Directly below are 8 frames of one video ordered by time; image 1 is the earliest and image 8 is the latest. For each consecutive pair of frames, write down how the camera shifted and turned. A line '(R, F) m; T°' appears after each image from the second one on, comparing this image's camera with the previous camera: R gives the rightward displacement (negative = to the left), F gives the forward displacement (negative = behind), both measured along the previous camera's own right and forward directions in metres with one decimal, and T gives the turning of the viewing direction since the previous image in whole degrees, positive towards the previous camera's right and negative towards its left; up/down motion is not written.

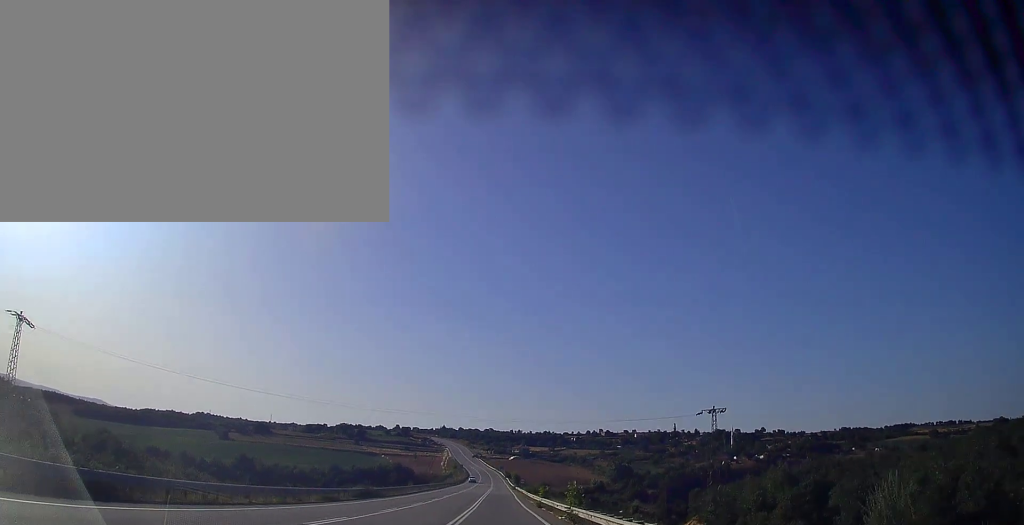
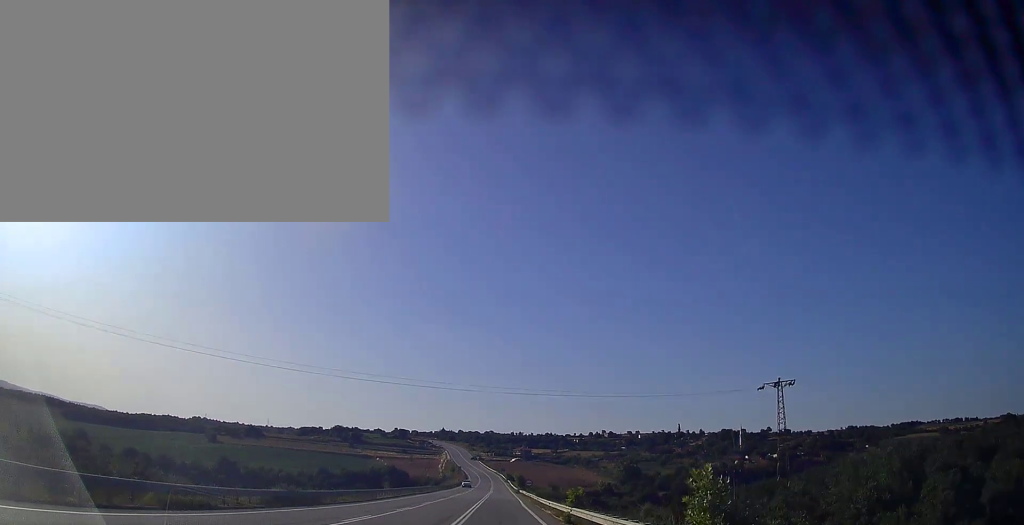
(0.0, +18.2) m; 0°
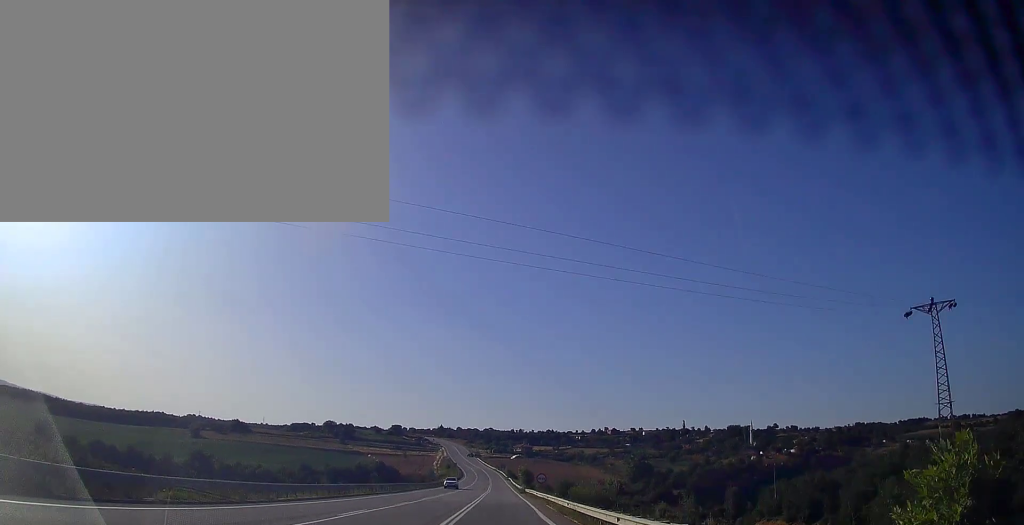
(0.0, +22.0) m; 0°
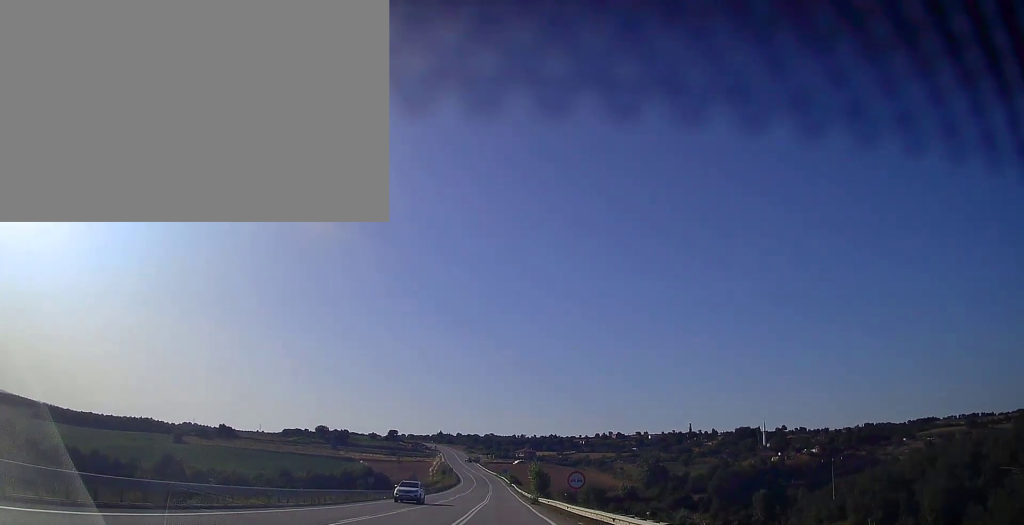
(-0.1, +23.1) m; 0°
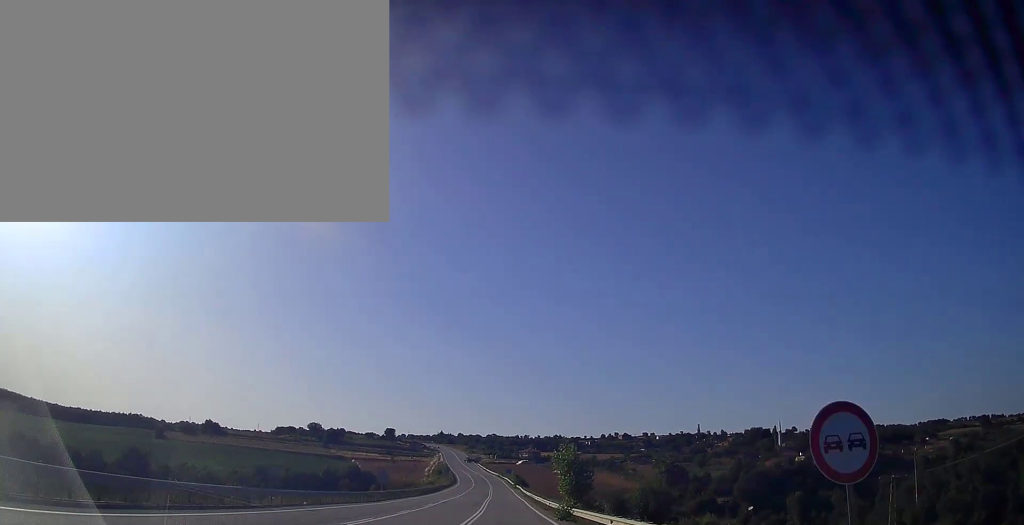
(+0.1, +23.0) m; 0°
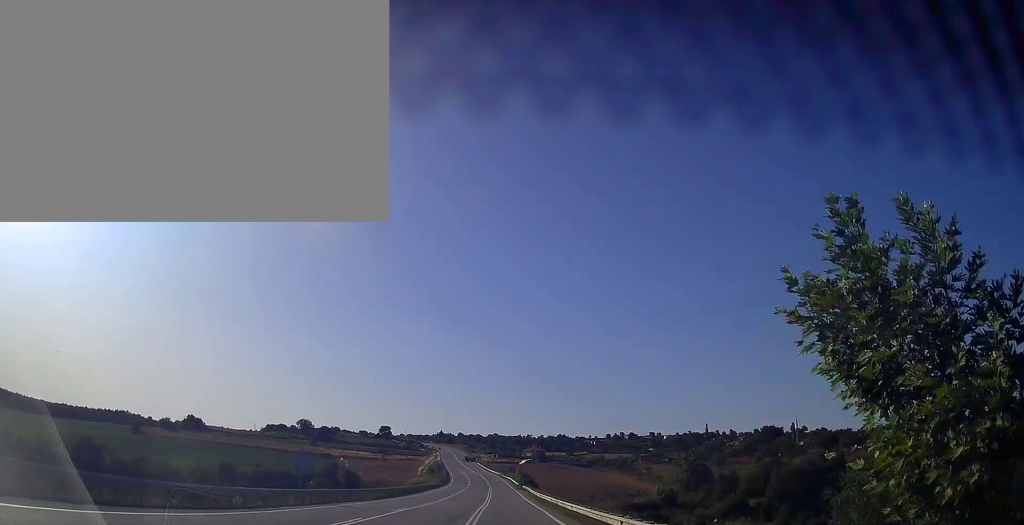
(-0.2, +25.8) m; -1°
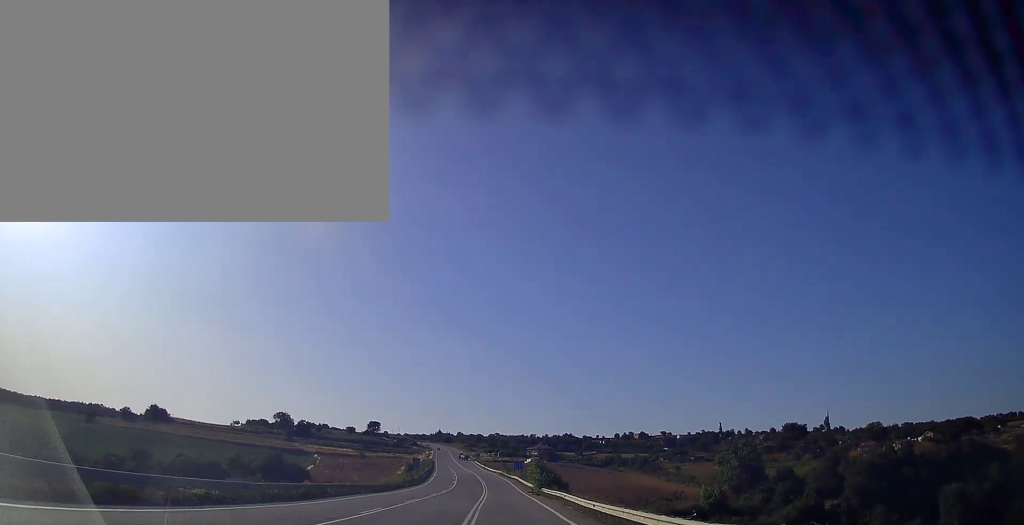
(0.0, +41.7) m; 0°
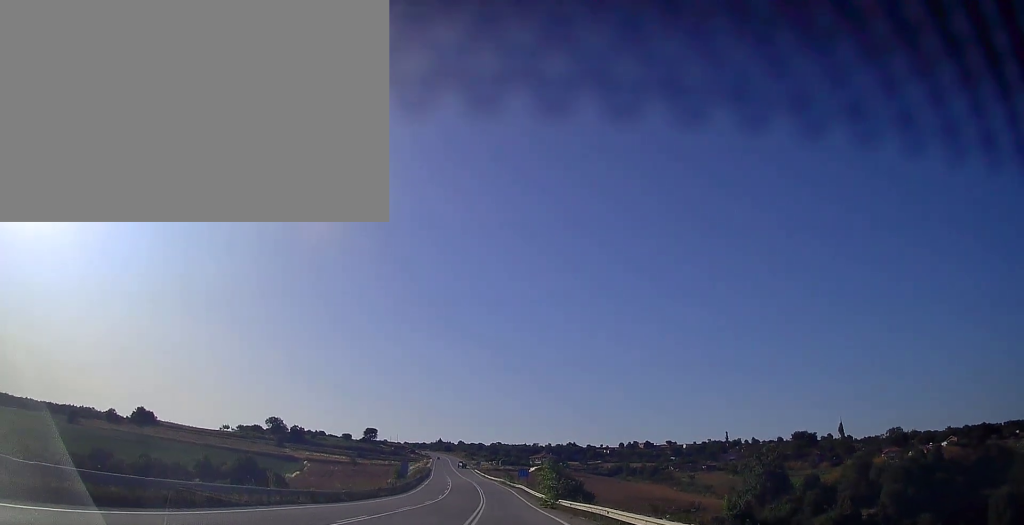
(+0.1, +14.1) m; 0°
